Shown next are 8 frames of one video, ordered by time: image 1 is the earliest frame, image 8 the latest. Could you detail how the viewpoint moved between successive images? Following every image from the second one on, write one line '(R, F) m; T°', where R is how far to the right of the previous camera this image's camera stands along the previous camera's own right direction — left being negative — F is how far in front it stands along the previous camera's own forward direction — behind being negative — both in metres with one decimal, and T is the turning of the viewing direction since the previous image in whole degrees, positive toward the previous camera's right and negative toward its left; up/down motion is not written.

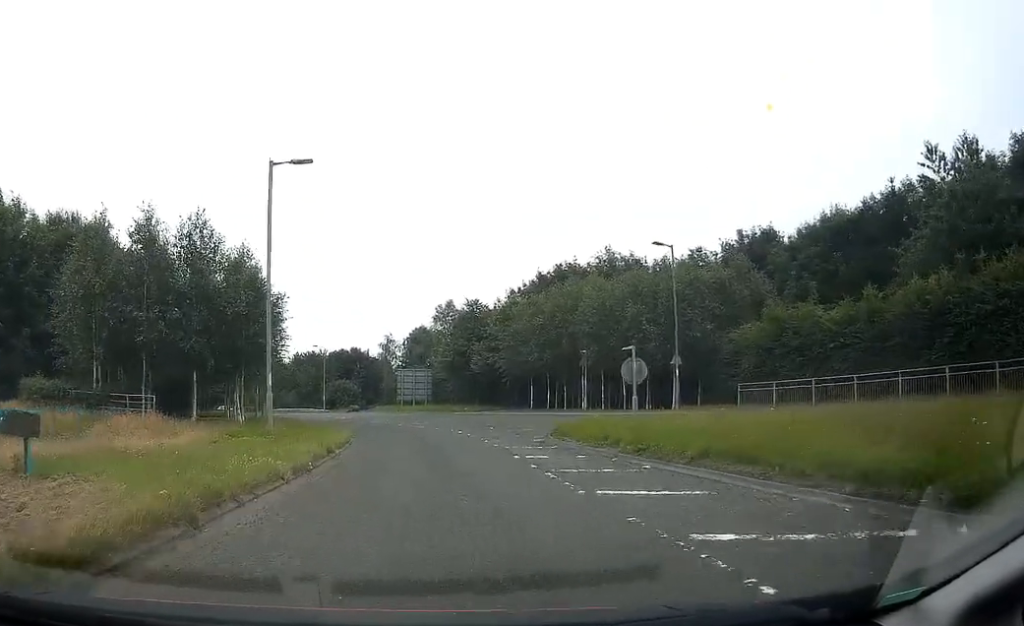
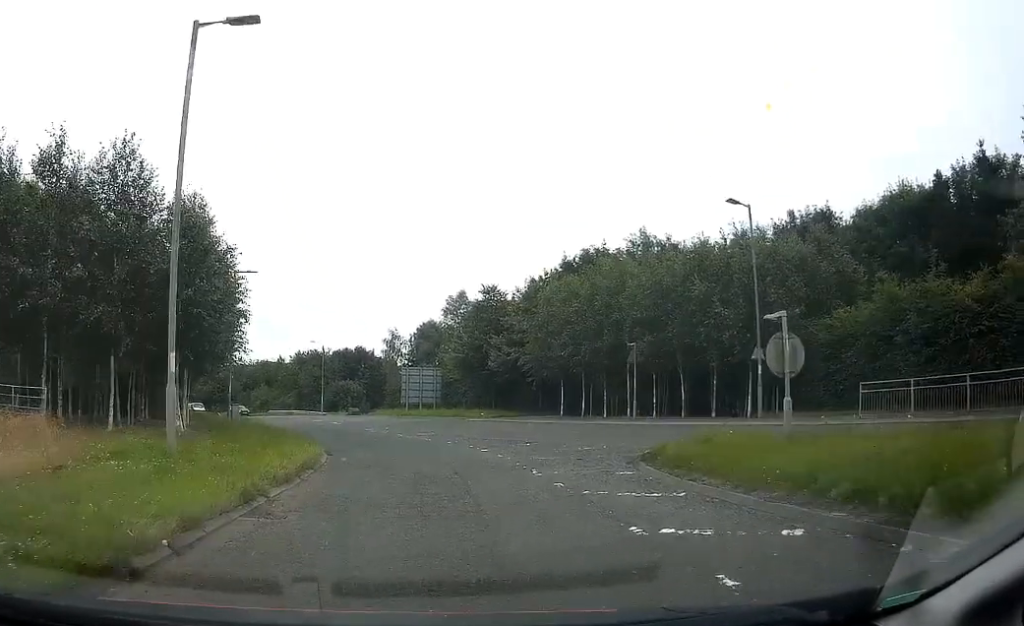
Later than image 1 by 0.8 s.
(-0.1, +7.9) m; -2°
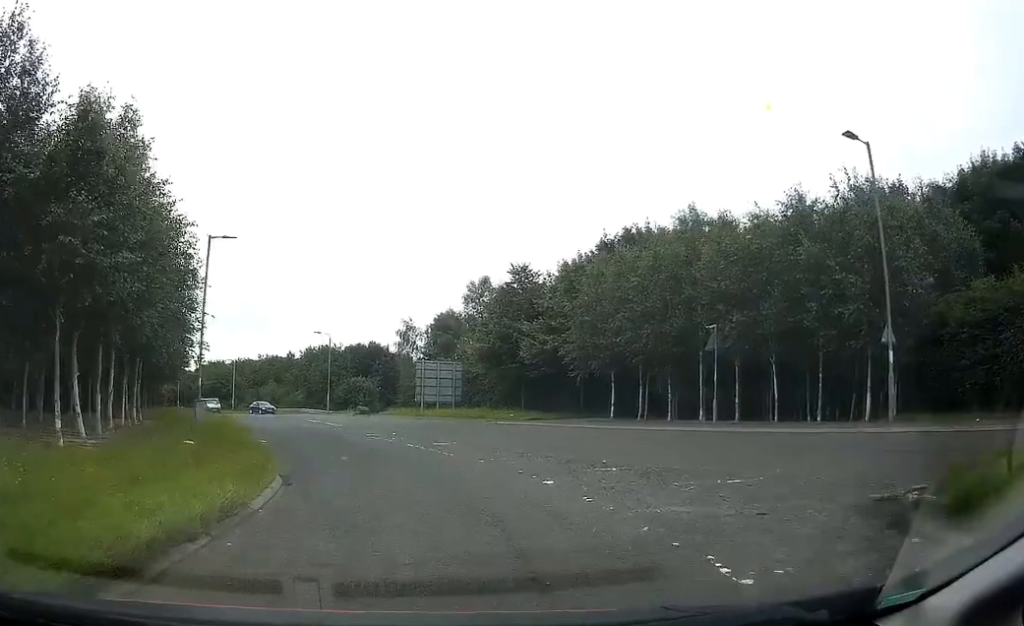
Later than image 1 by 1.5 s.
(-0.1, +7.8) m; -3°
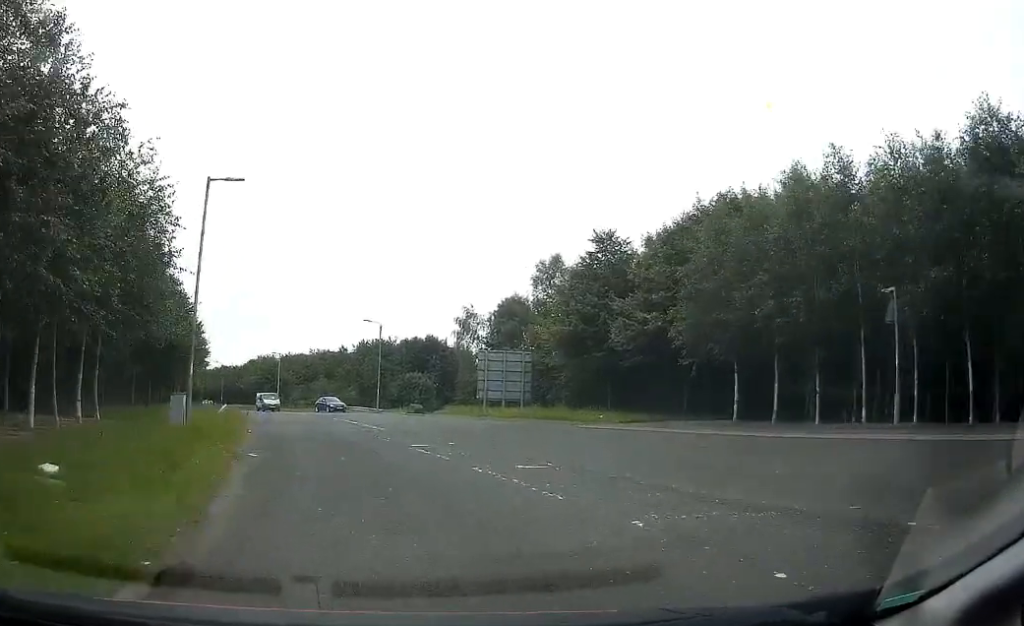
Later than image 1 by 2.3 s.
(-0.2, +8.3) m; -4°
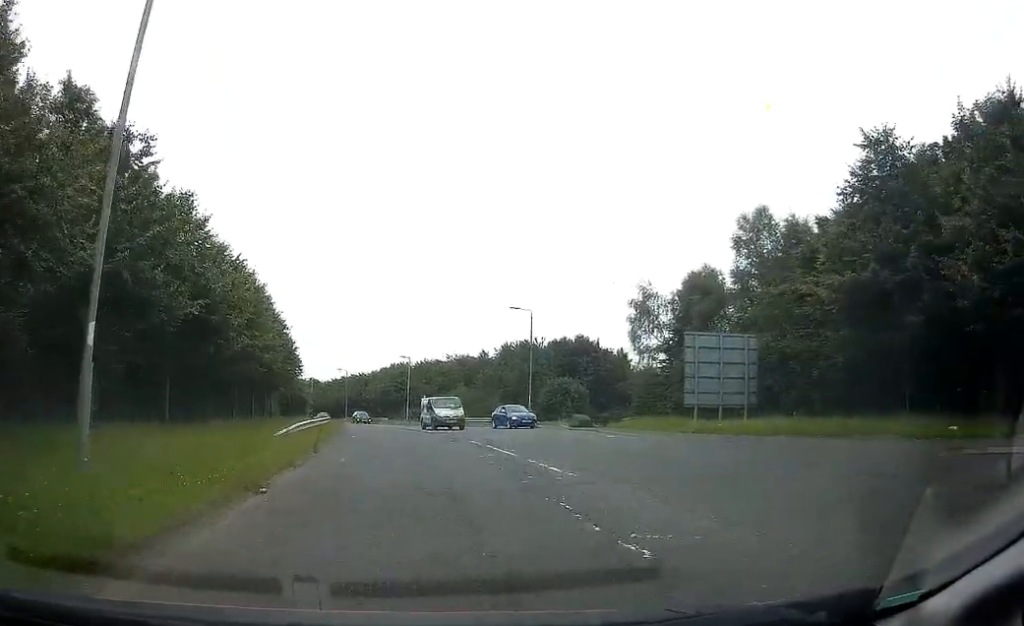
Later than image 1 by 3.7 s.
(-1.3, +15.0) m; -9°
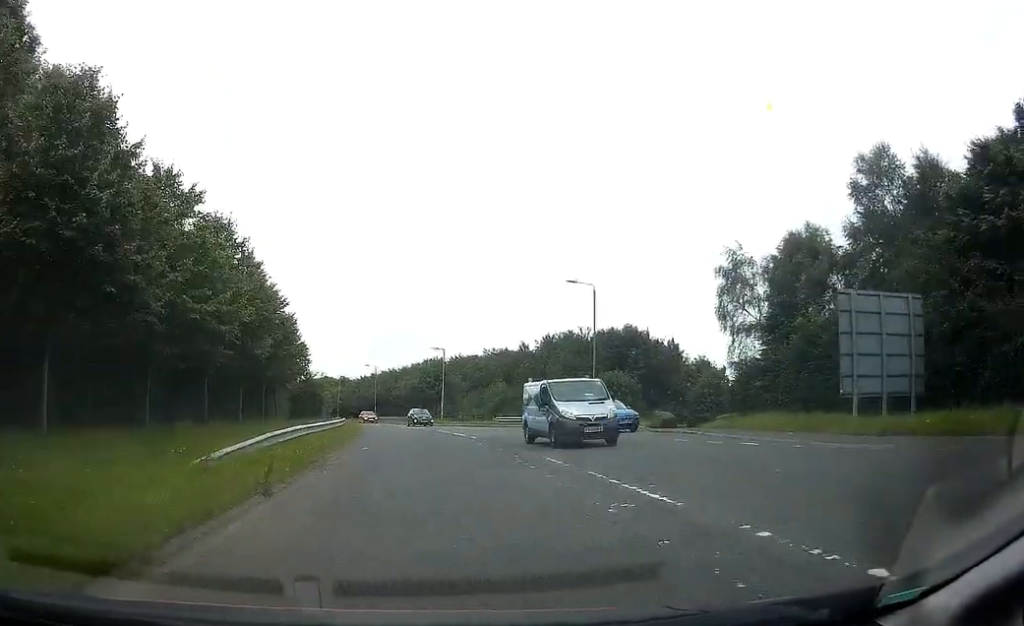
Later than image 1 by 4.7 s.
(-0.4, +9.9) m; -3°
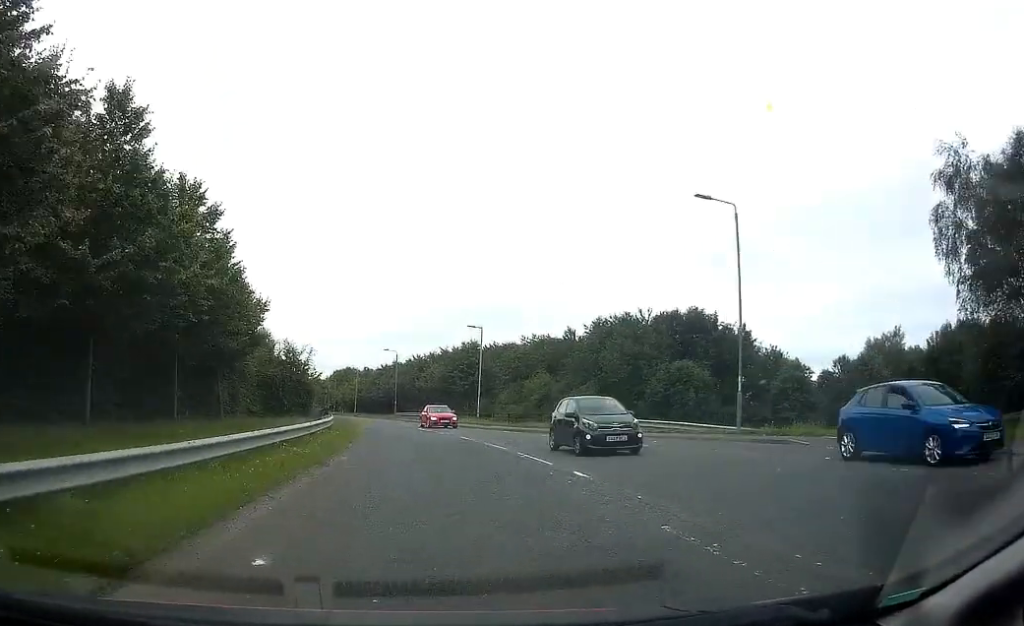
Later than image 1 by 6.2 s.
(-0.4, +16.4) m; -3°
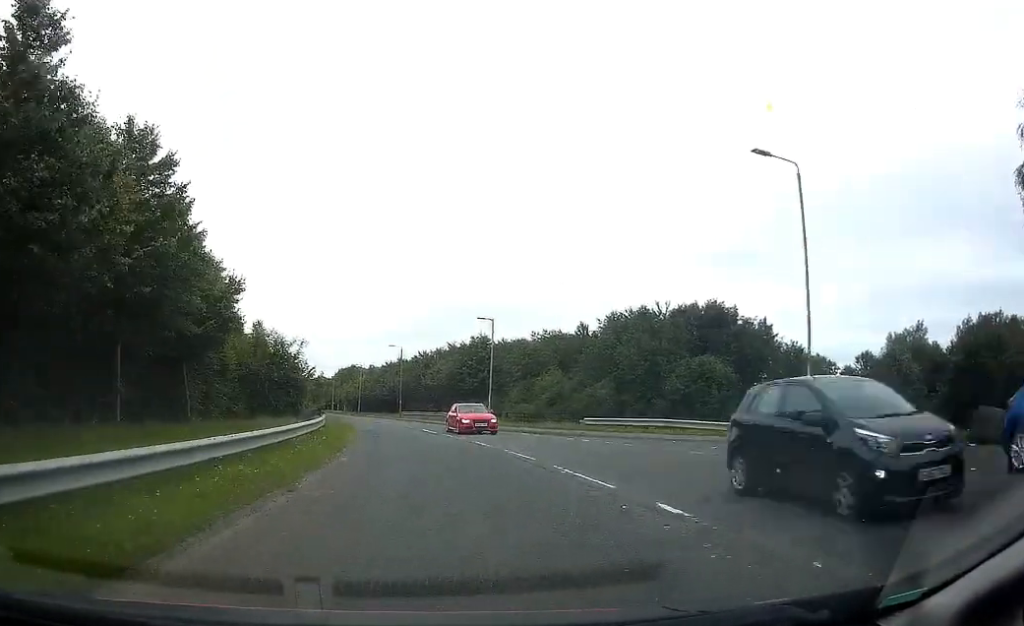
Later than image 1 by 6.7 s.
(-0.1, +4.6) m; -1°
